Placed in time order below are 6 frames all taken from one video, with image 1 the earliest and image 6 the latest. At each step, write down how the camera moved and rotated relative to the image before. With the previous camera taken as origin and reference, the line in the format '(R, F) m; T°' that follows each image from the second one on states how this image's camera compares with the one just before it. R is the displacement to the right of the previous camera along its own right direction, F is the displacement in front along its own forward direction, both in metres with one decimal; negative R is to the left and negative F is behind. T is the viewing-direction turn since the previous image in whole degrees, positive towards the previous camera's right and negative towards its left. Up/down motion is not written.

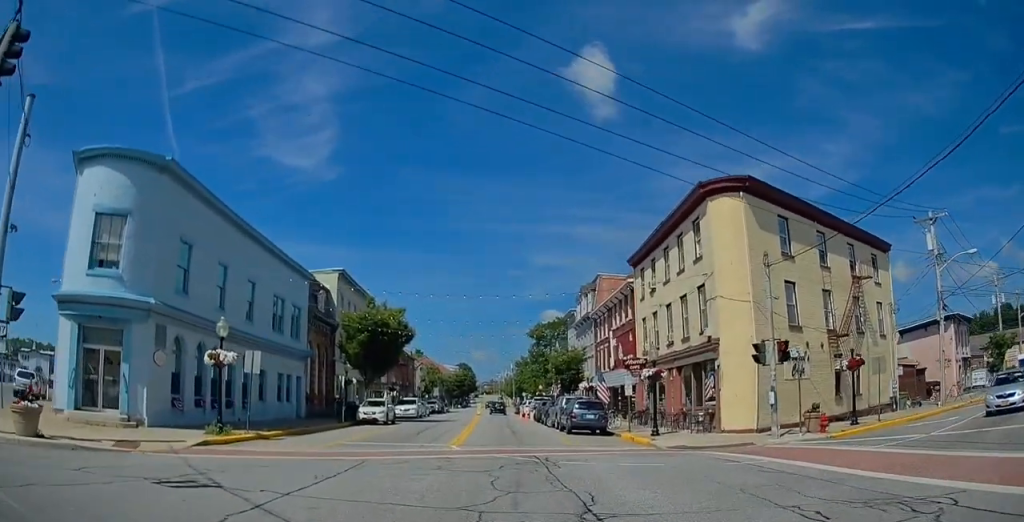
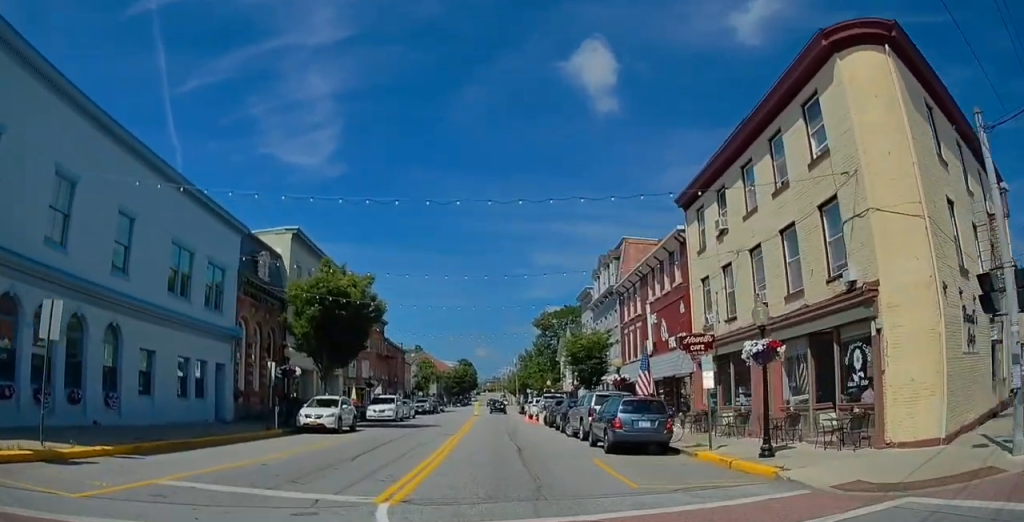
(0.0, +11.2) m; +2°
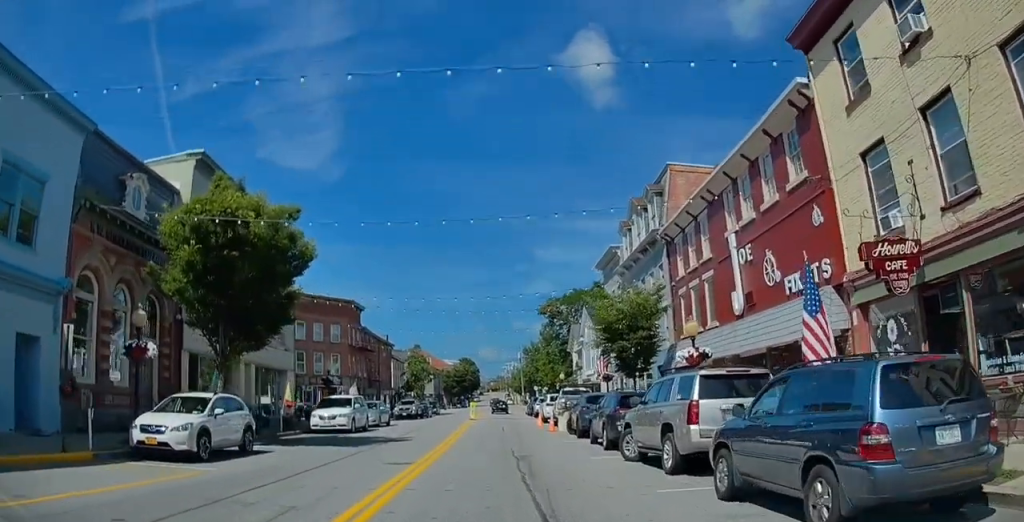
(+0.3, +13.1) m; 0°
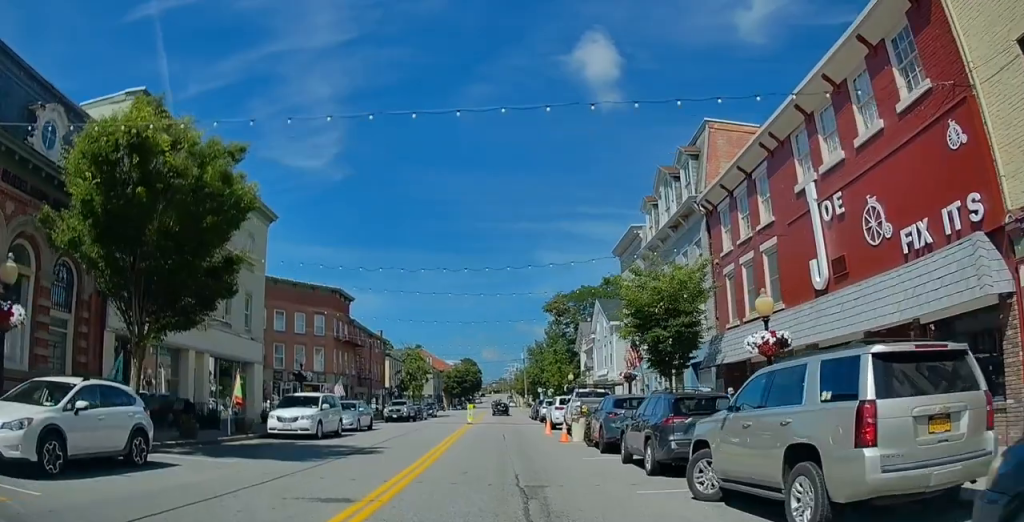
(-0.1, +5.4) m; -2°
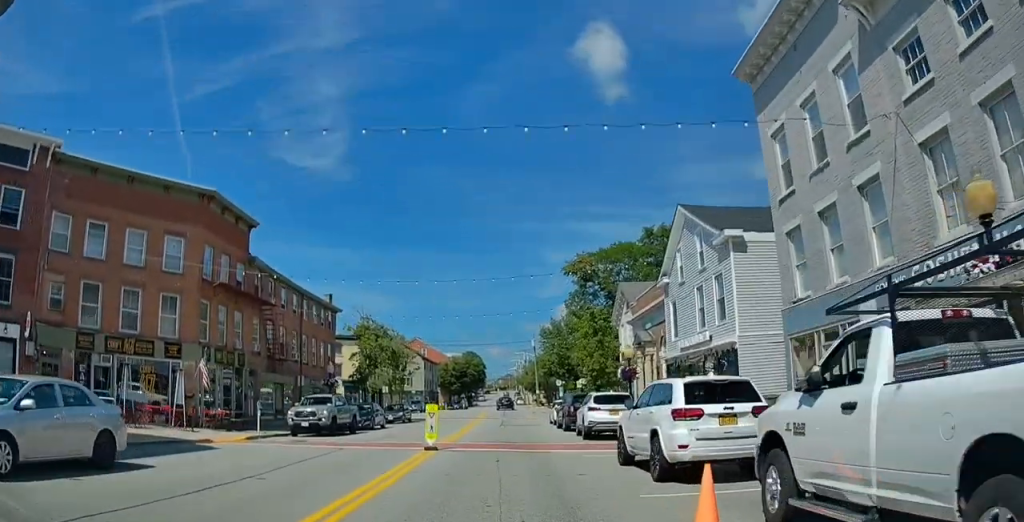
(-0.9, +23.0) m; -2°
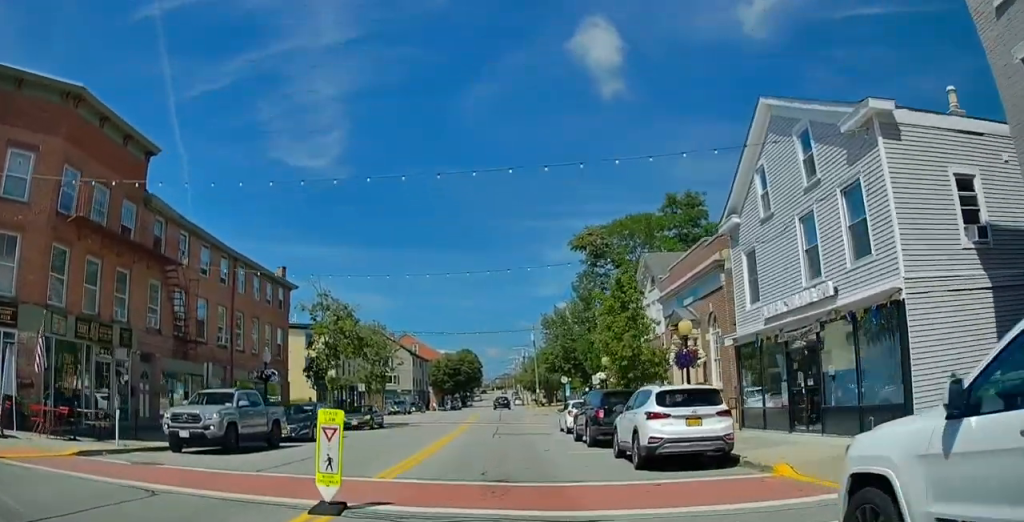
(0.0, +10.4) m; +1°
